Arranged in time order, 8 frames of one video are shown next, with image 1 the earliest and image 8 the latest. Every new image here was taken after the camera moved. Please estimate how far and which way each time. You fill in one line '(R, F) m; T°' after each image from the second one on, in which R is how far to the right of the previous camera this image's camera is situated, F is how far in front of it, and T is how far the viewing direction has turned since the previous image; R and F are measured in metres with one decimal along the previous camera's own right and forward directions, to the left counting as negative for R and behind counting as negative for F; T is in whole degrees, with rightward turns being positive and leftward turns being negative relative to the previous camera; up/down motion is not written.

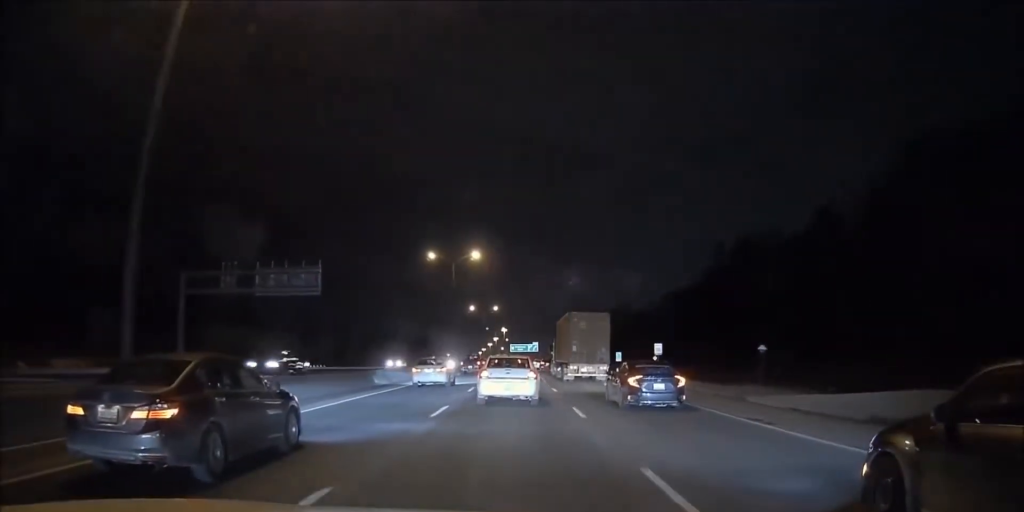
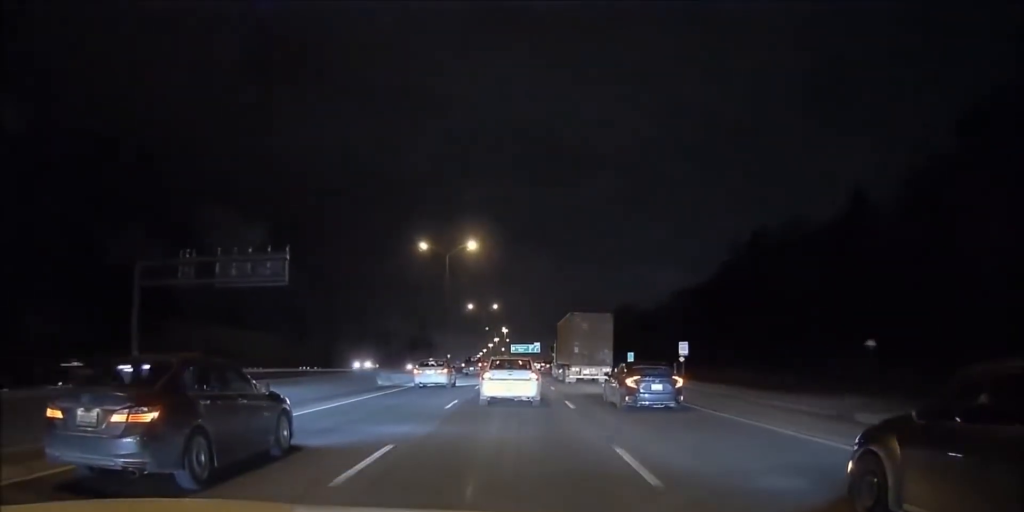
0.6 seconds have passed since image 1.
(0.0, +8.3) m; 0°
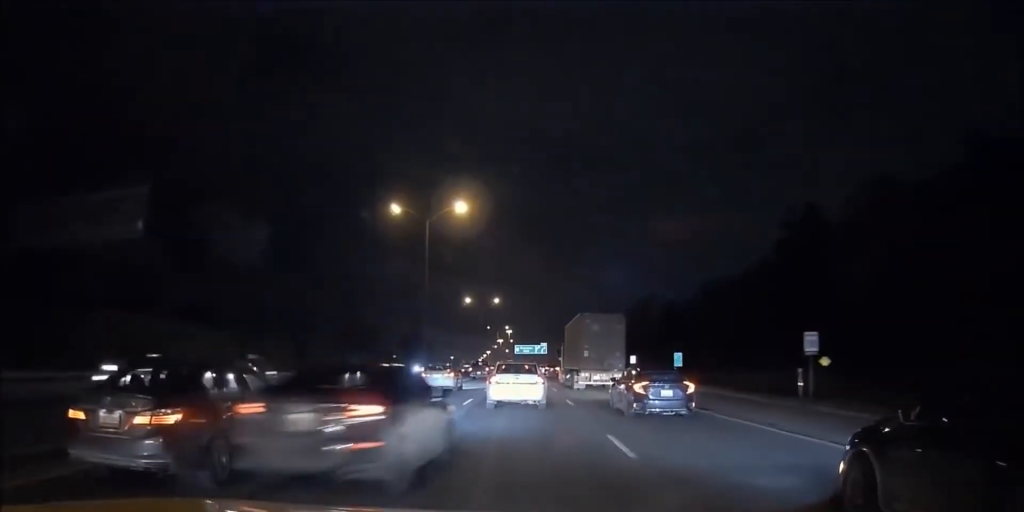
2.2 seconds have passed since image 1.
(0.0, +20.8) m; 0°
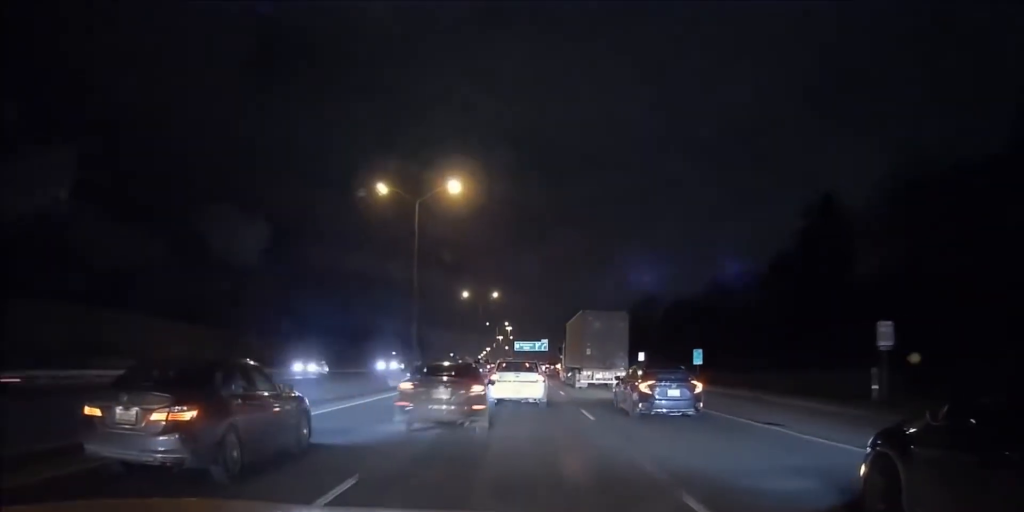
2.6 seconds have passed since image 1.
(0.0, +6.5) m; 0°
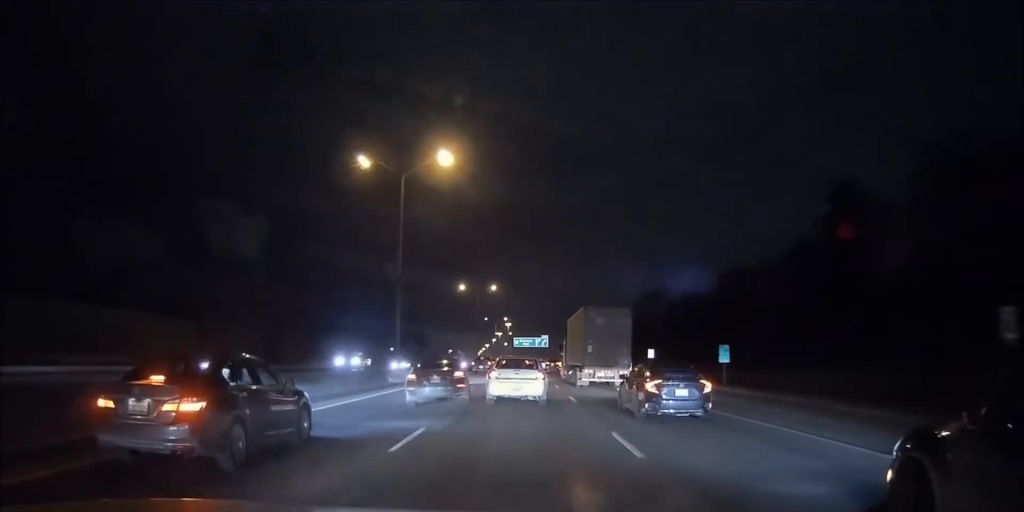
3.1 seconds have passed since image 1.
(0.0, +6.5) m; 0°
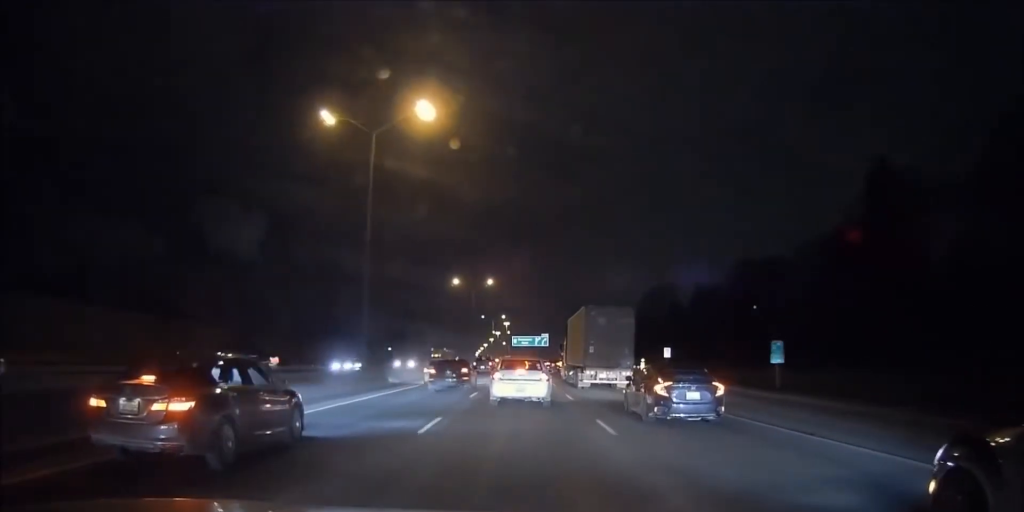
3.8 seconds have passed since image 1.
(0.0, +8.9) m; 0°
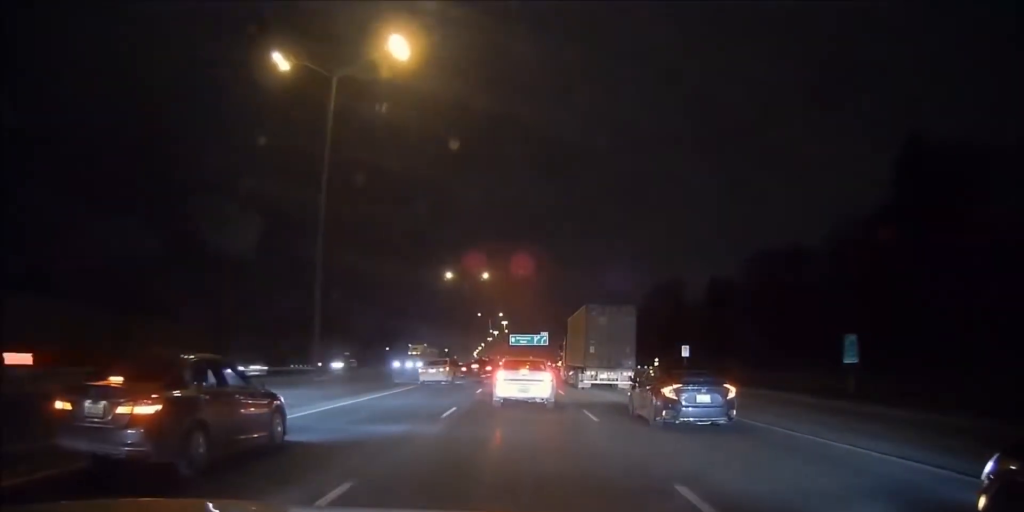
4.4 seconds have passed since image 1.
(0.0, +7.5) m; 0°
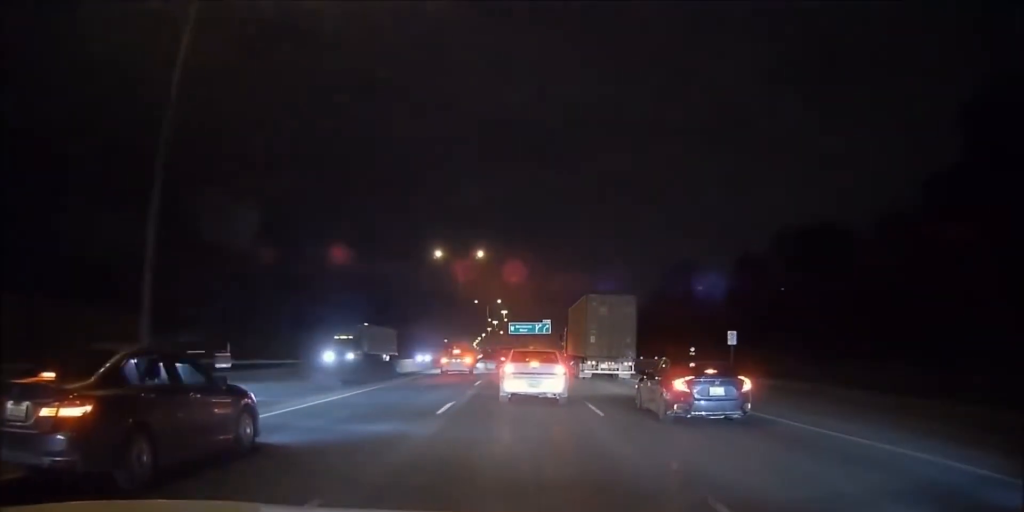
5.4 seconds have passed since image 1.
(-0.1, +11.3) m; -1°
